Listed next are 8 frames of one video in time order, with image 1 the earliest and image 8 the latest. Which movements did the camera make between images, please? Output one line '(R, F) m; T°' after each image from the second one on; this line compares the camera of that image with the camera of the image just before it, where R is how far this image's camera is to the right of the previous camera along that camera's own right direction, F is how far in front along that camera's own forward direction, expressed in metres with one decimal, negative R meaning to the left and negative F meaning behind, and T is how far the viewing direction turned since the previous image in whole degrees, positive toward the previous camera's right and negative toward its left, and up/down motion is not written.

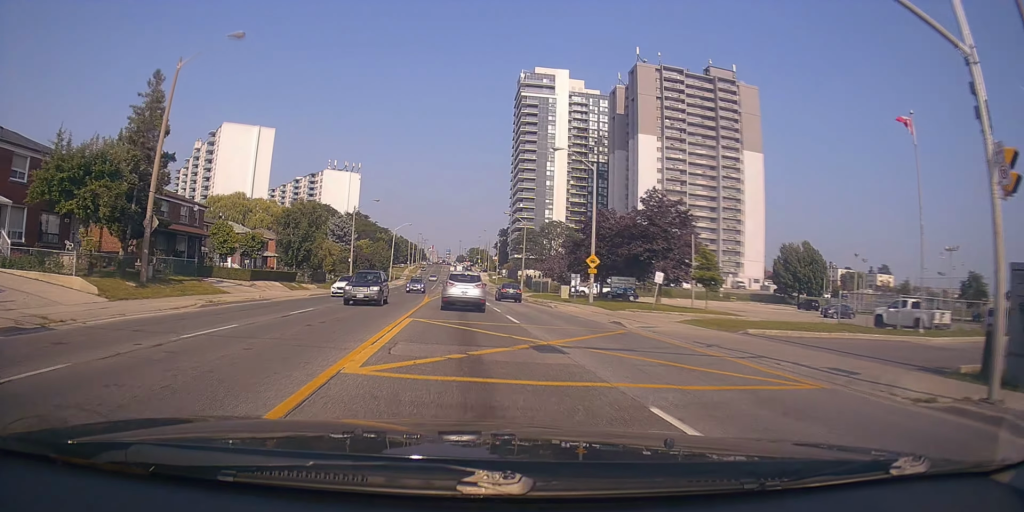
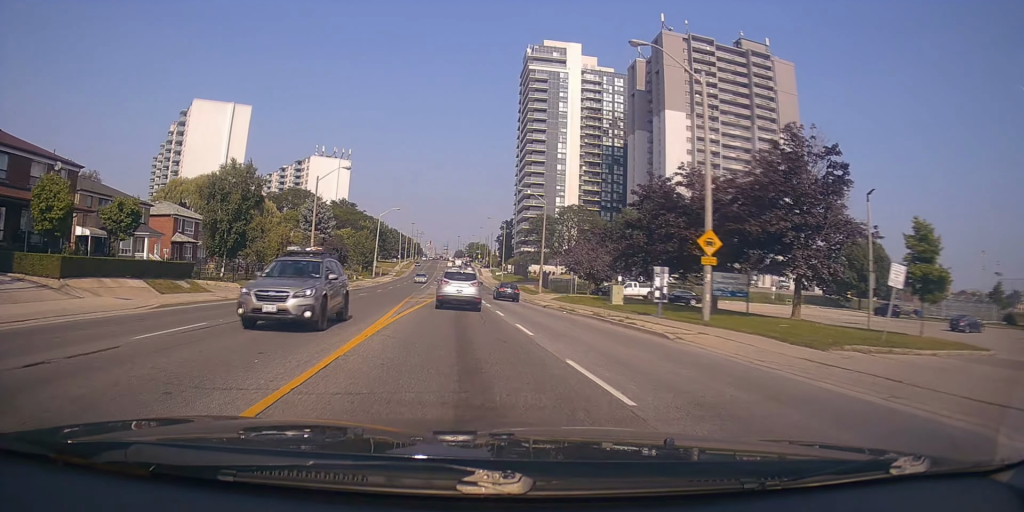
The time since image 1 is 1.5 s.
(+0.5, +19.8) m; +2°
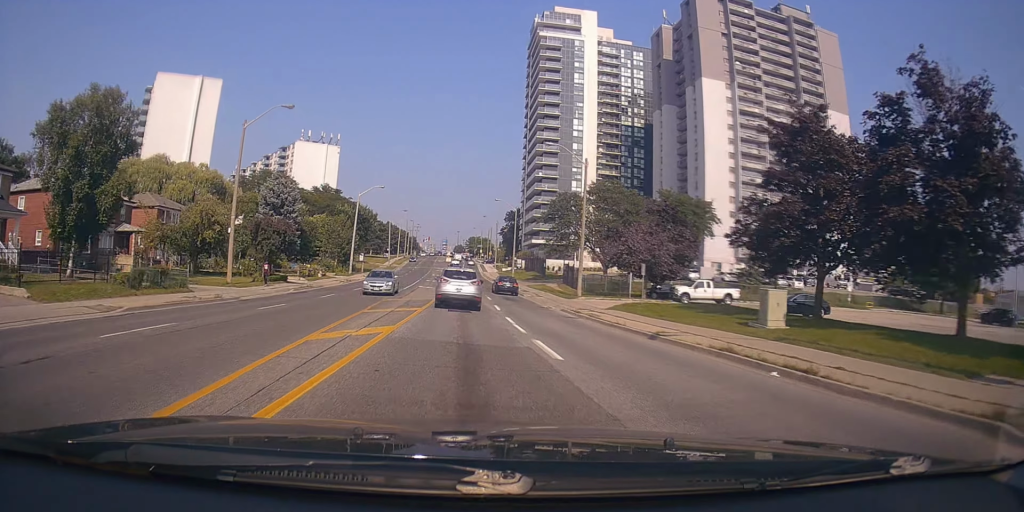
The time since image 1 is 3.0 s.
(-0.3, +20.2) m; 0°
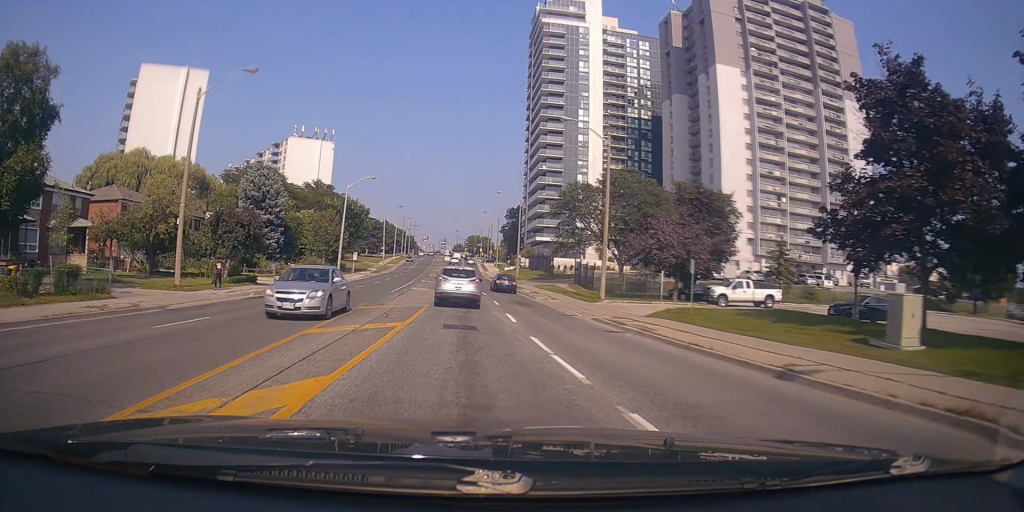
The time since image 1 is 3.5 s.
(+0.3, +7.0) m; +1°
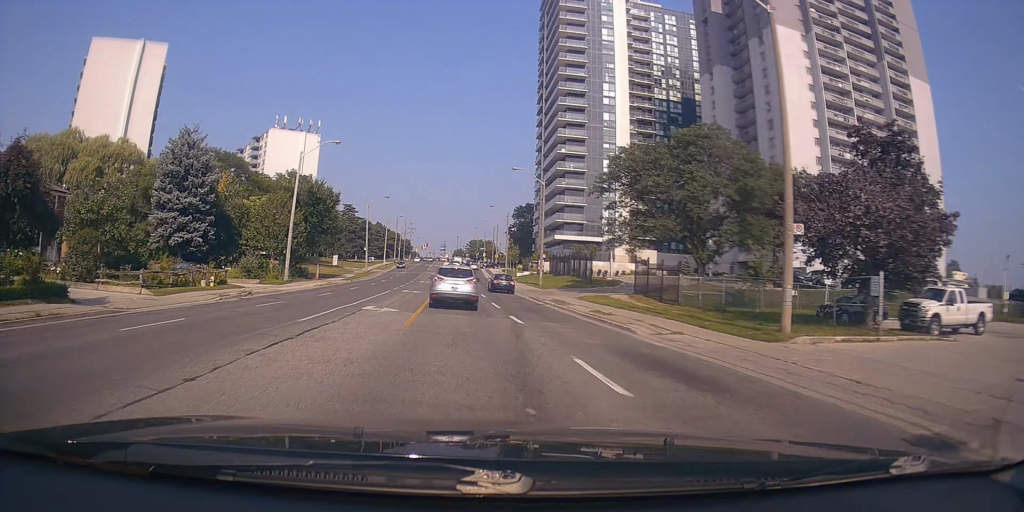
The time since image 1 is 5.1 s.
(+0.1, +20.7) m; -1°
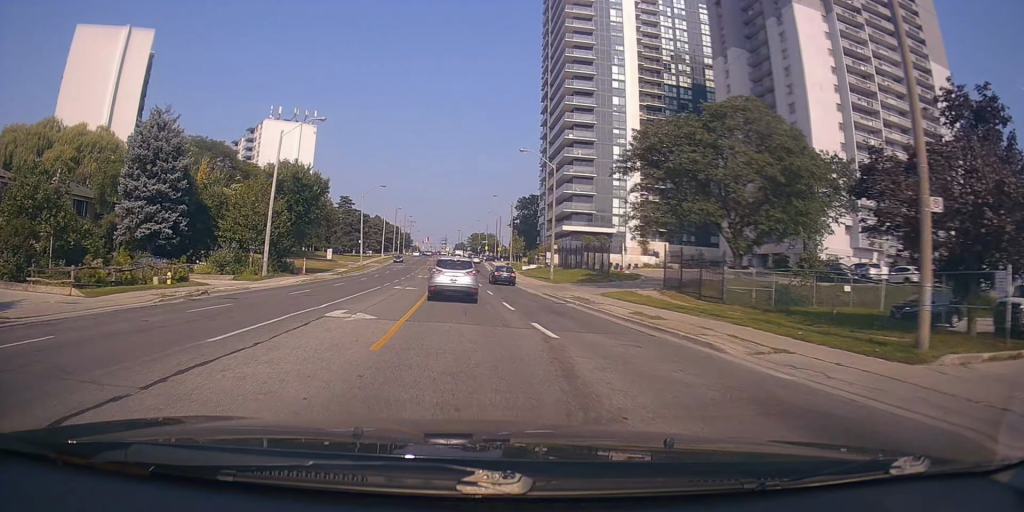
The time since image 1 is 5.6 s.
(0.0, +5.6) m; -1°
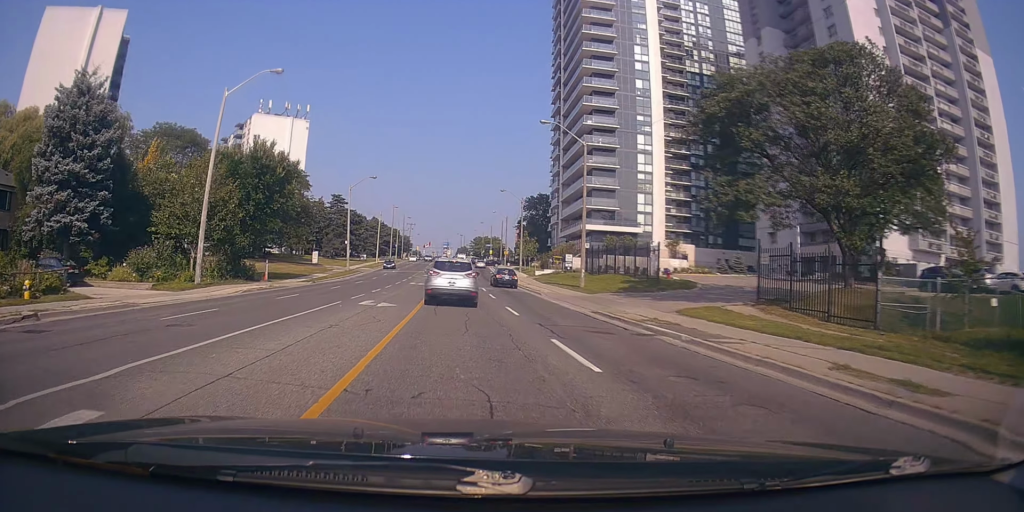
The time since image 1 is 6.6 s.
(-0.1, +11.2) m; -1°
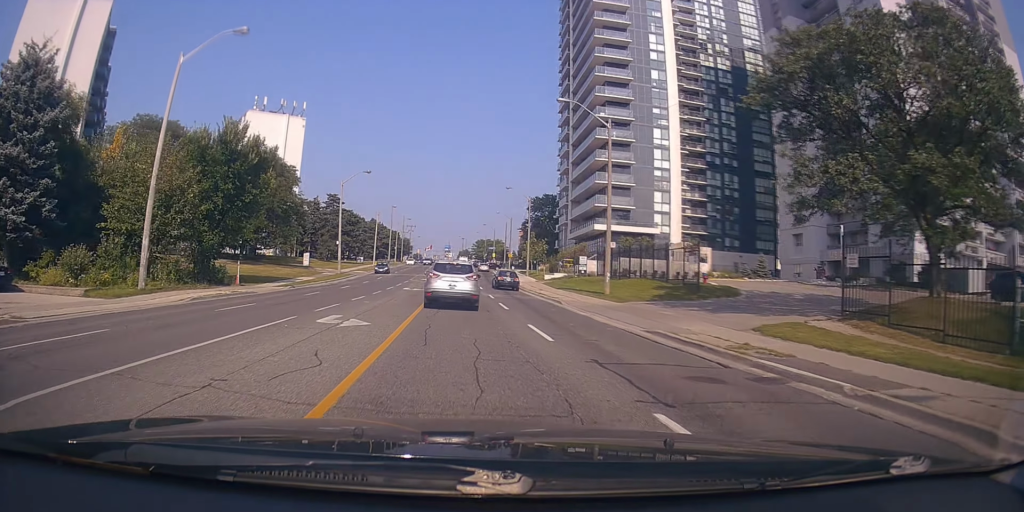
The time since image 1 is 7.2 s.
(0.0, +6.0) m; 0°
